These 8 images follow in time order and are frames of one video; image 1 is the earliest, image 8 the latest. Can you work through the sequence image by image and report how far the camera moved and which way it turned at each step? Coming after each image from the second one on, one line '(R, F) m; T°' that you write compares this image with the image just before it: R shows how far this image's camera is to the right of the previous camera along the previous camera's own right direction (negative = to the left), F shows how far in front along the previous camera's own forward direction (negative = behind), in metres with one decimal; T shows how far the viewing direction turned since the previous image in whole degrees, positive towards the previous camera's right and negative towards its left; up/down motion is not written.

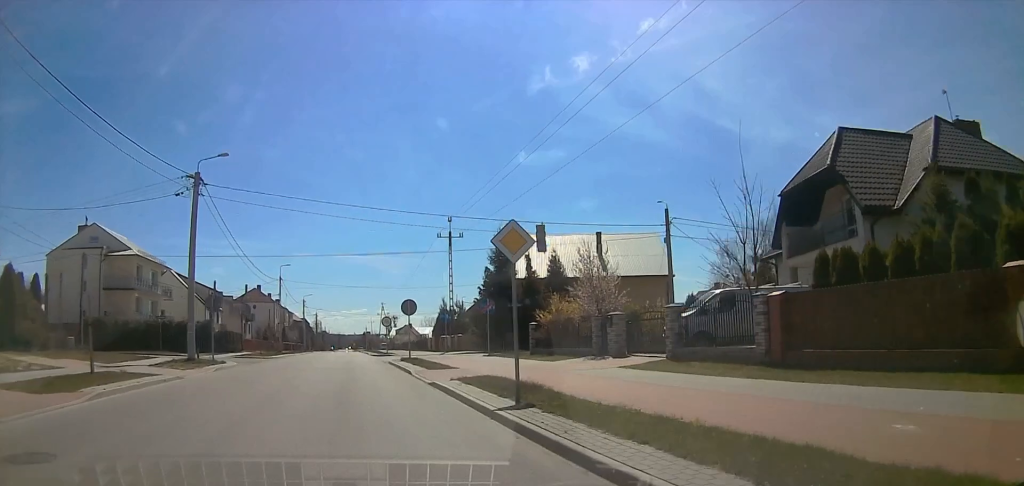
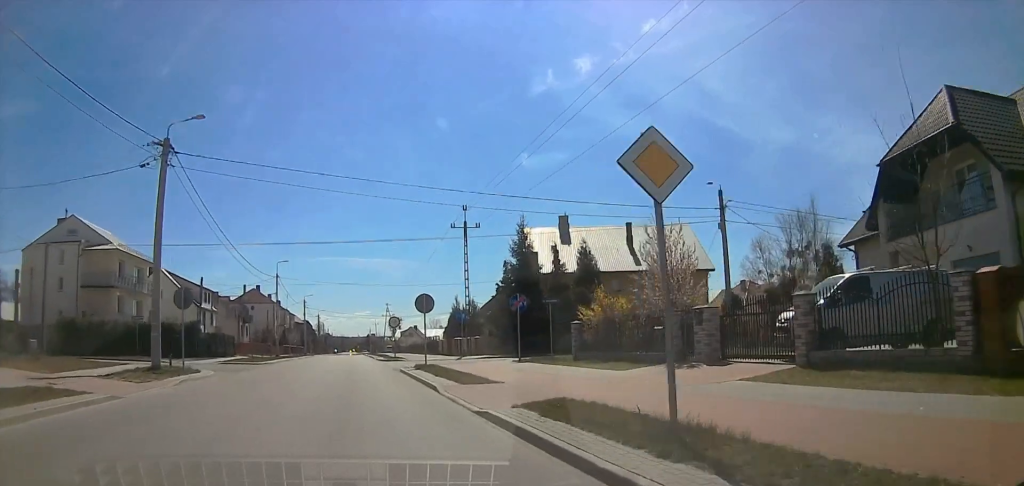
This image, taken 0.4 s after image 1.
(0.0, +5.7) m; 0°
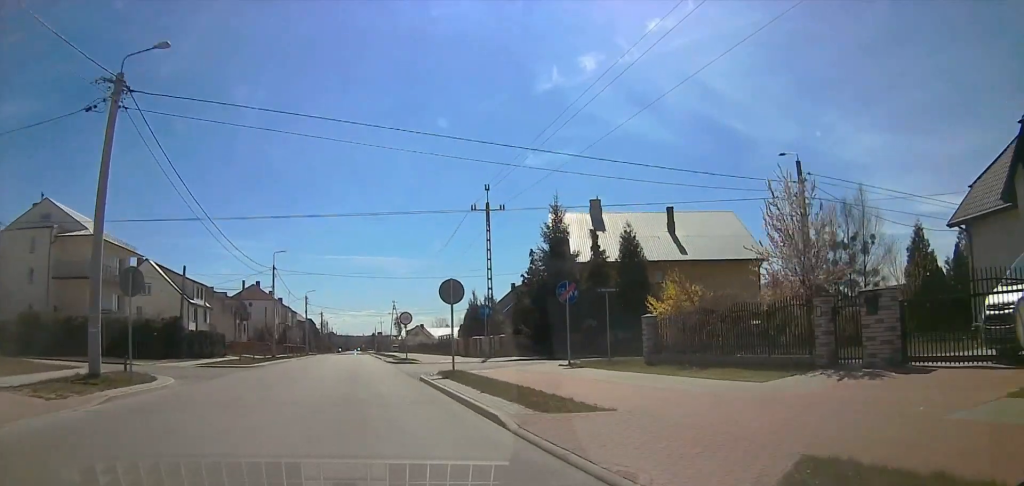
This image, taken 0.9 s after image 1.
(0.0, +6.4) m; 0°
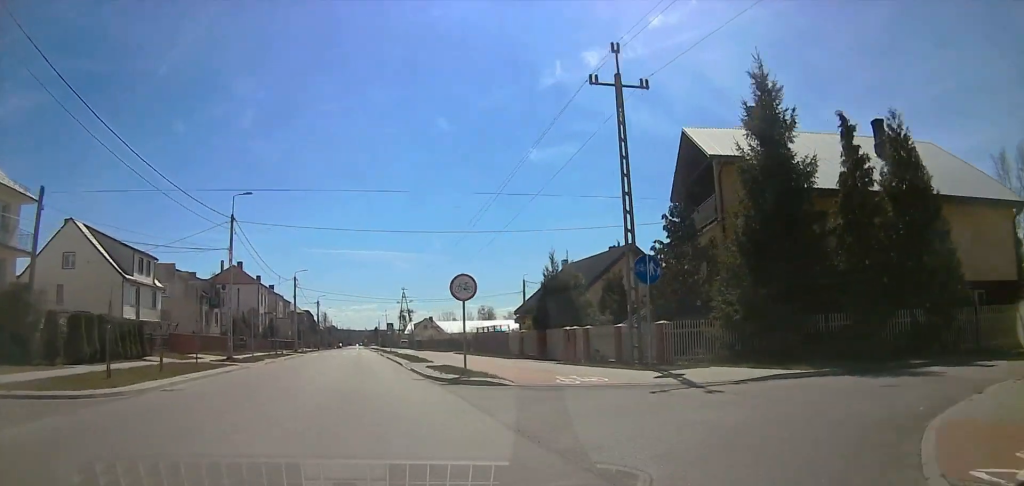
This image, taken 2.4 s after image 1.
(0.0, +20.6) m; -4°
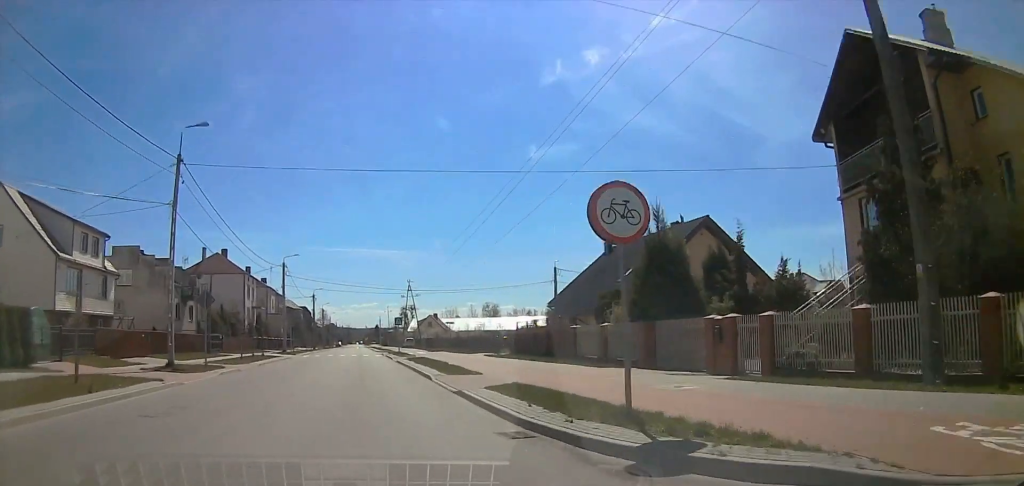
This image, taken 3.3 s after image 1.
(-0.8, +11.9) m; 0°
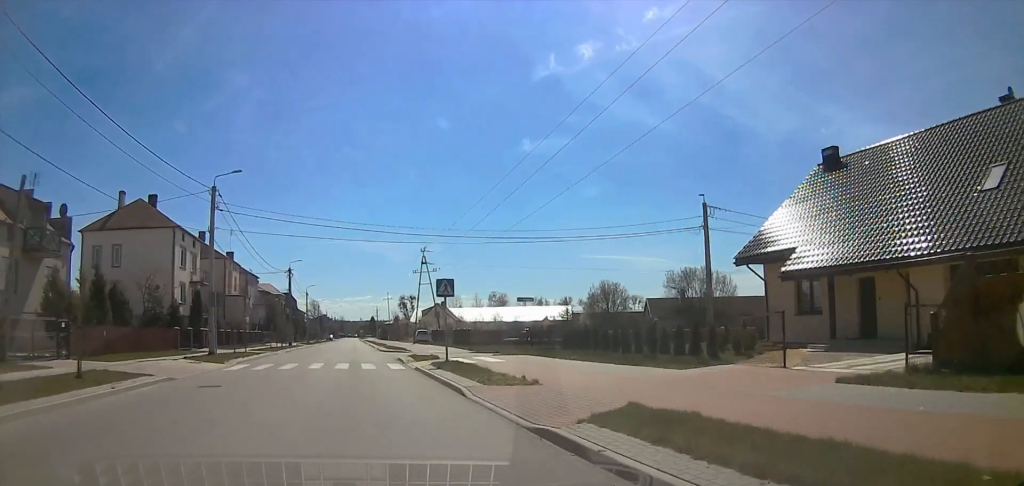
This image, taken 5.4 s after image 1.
(+1.7, +29.3) m; +4°
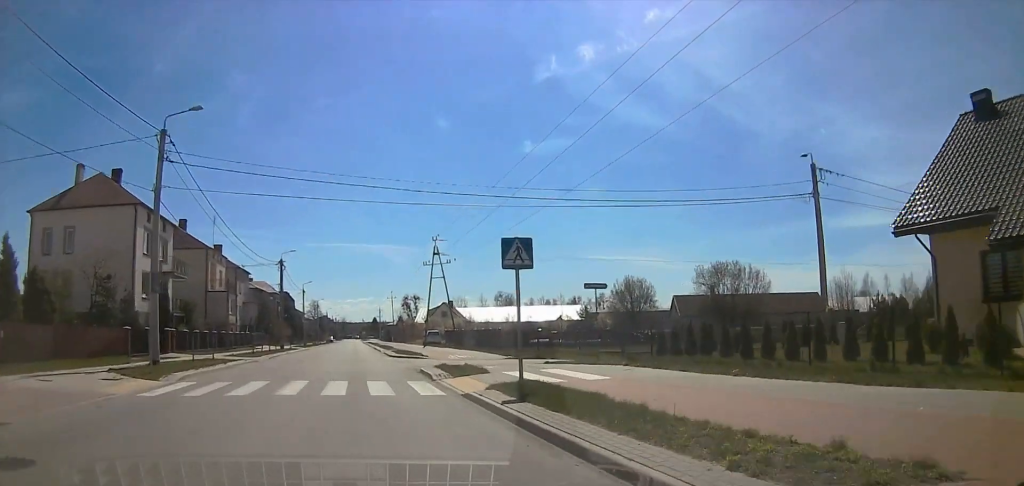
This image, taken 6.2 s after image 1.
(0.0, +10.0) m; 0°
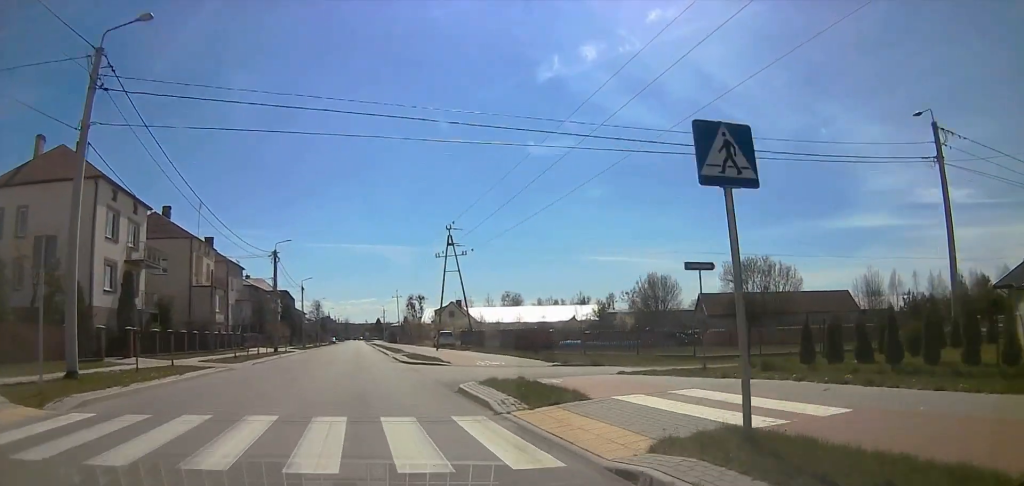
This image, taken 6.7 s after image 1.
(0.0, +7.2) m; 0°
